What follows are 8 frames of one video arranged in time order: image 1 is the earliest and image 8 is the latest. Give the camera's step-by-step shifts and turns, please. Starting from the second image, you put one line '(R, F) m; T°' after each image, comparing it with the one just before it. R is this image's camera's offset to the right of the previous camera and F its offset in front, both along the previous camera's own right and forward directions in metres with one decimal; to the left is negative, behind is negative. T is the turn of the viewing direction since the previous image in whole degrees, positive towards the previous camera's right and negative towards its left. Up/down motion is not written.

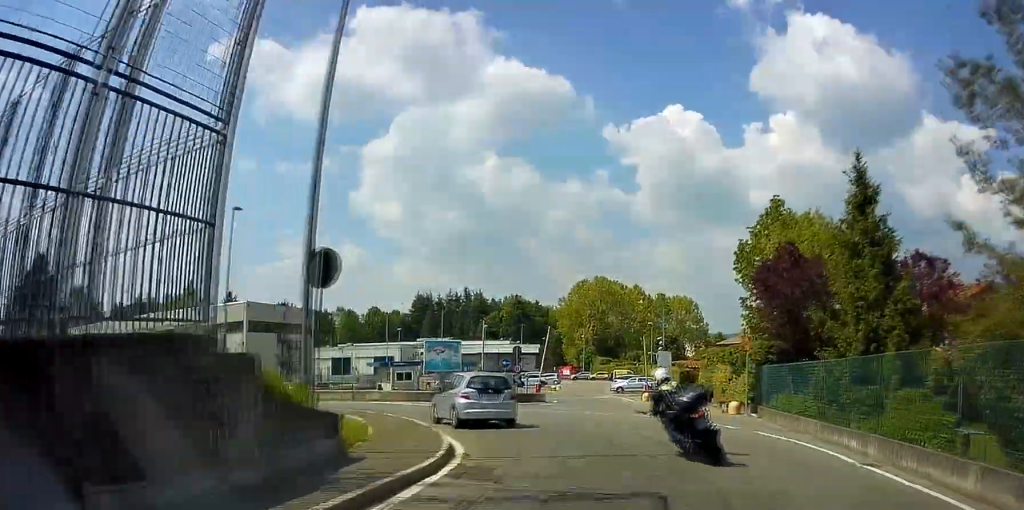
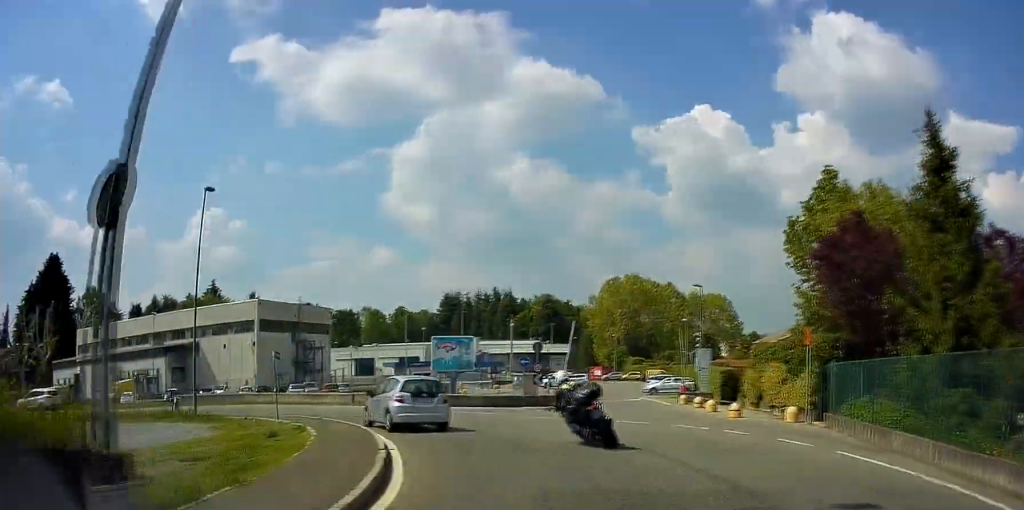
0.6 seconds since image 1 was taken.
(+0.1, +4.6) m; -5°
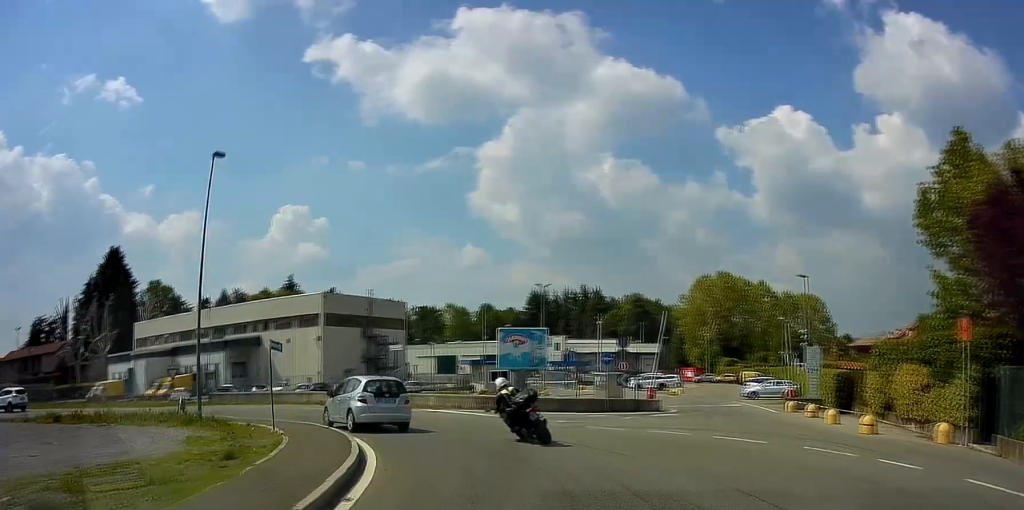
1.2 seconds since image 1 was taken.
(-0.5, +5.4) m; -8°
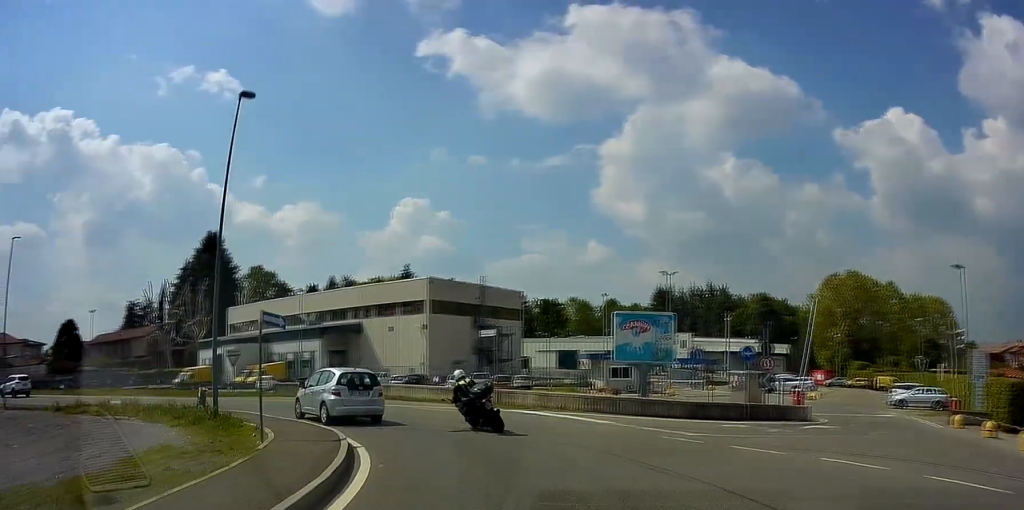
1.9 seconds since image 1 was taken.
(-0.5, +5.7) m; -10°
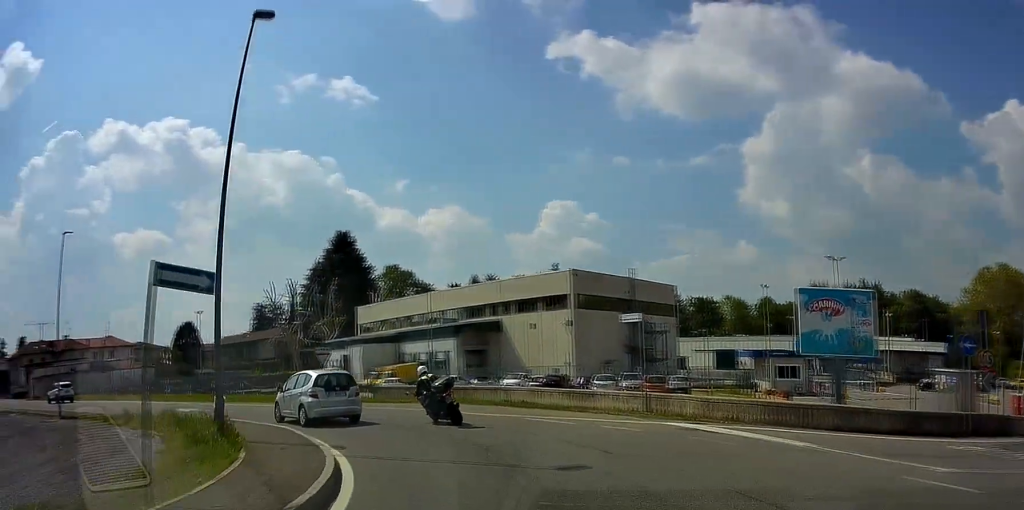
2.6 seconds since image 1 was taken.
(-0.5, +6.3) m; -13°
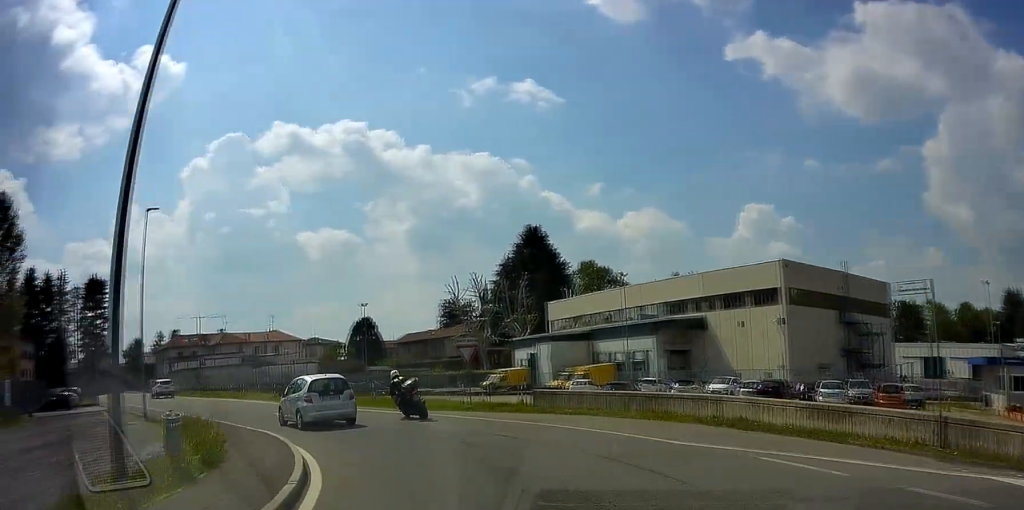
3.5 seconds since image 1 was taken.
(-0.8, +7.6) m; -22°
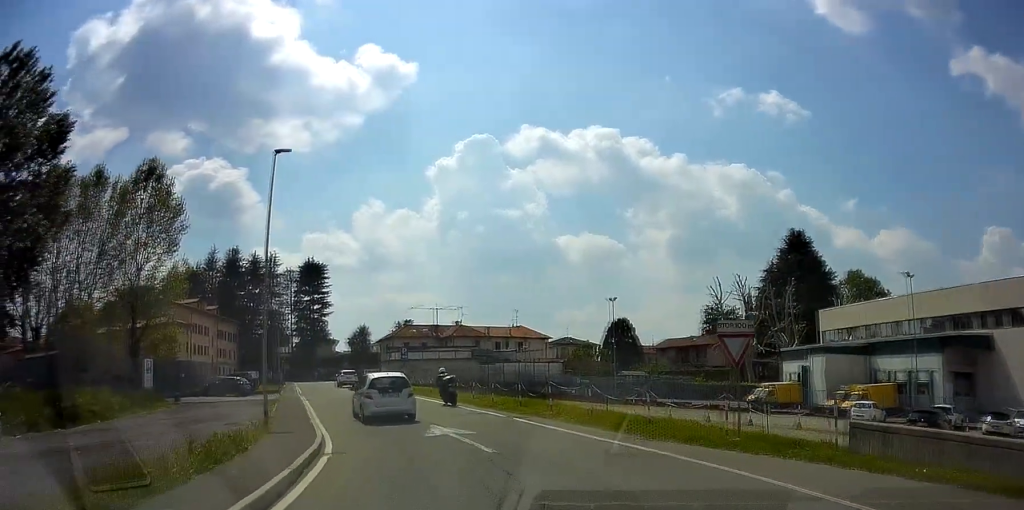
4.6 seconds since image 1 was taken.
(-2.8, +9.3) m; -22°
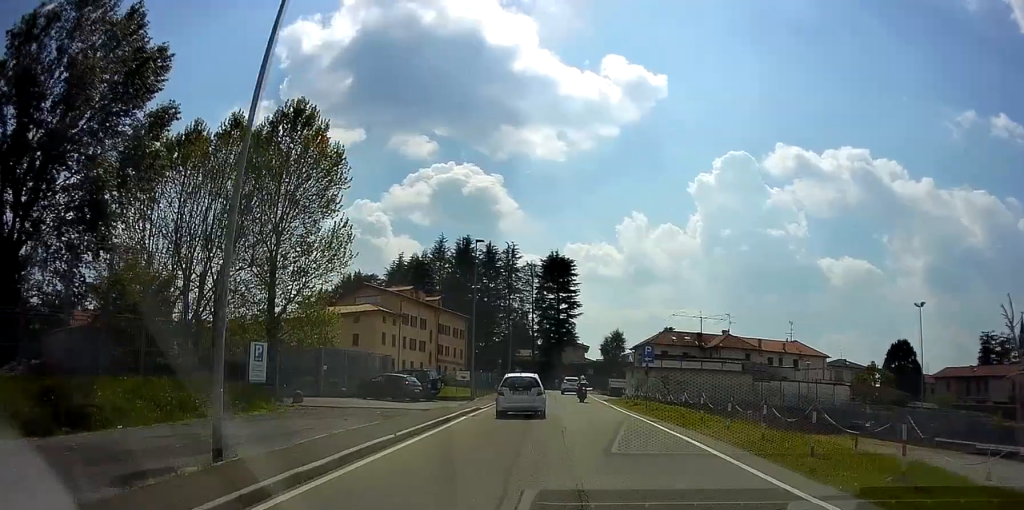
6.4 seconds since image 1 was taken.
(-2.3, +15.9) m; -14°
